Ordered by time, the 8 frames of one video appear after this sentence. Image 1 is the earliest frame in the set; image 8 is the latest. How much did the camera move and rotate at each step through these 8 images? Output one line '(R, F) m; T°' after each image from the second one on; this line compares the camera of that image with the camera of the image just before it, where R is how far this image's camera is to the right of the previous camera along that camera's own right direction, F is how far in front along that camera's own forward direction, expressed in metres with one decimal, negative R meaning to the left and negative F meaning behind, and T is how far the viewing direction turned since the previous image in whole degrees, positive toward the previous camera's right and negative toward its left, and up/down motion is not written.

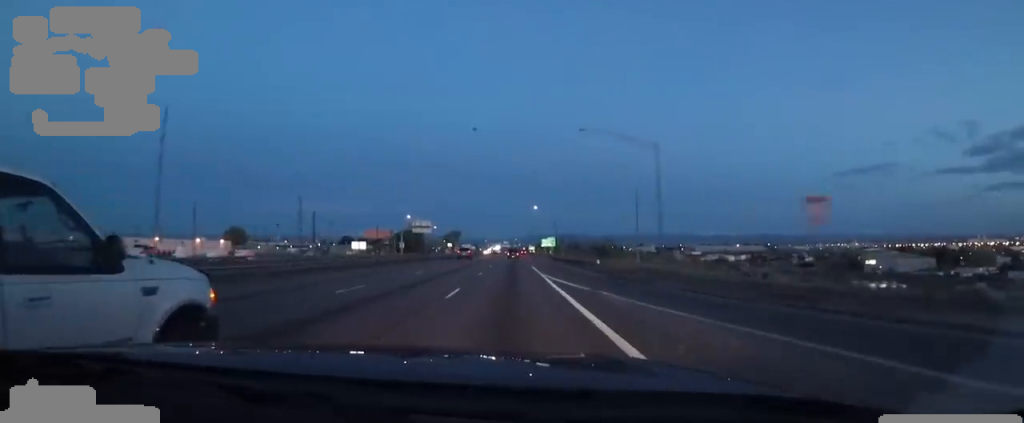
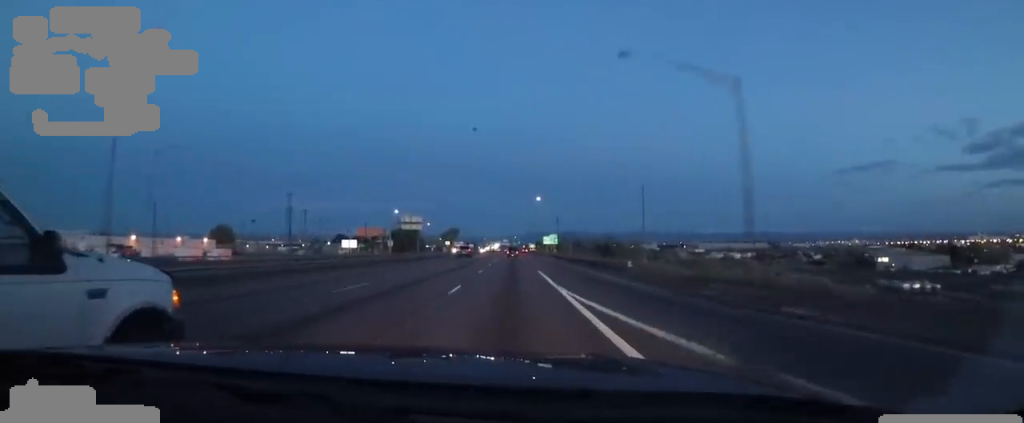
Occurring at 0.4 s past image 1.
(0.0, +11.6) m; 0°
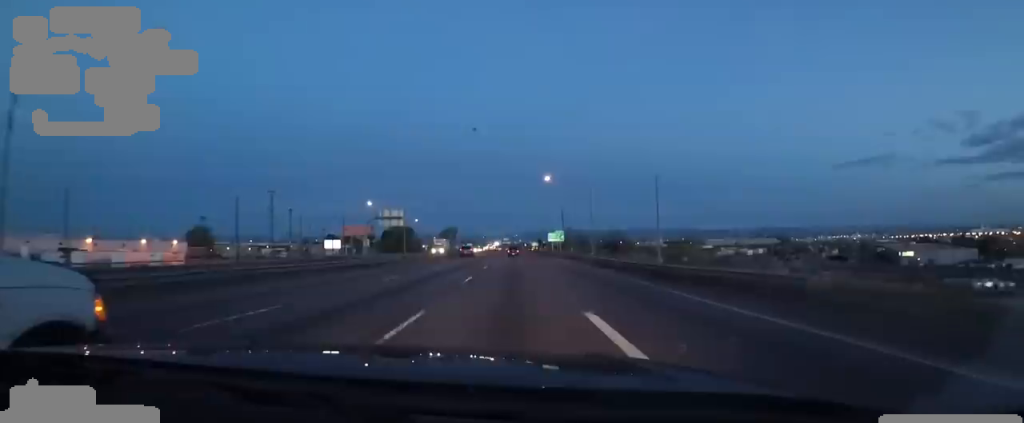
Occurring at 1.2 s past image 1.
(0.0, +19.9) m; 0°
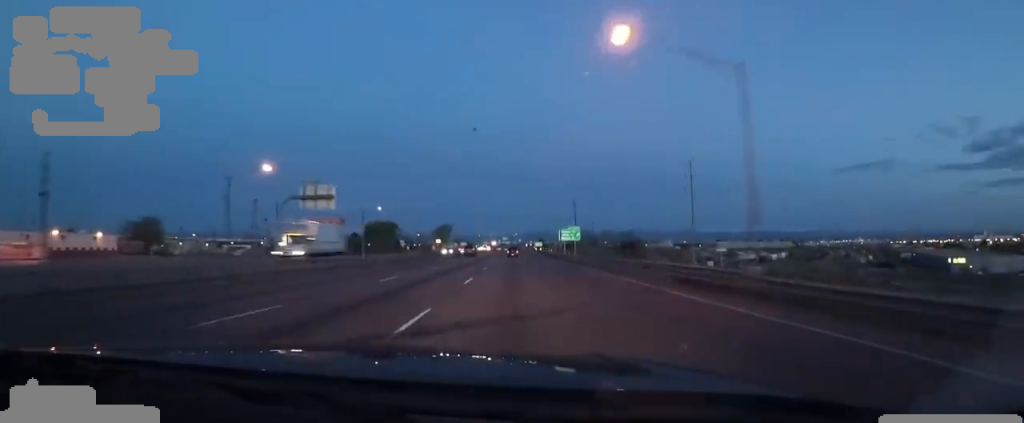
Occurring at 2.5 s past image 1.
(0.0, +36.9) m; 0°
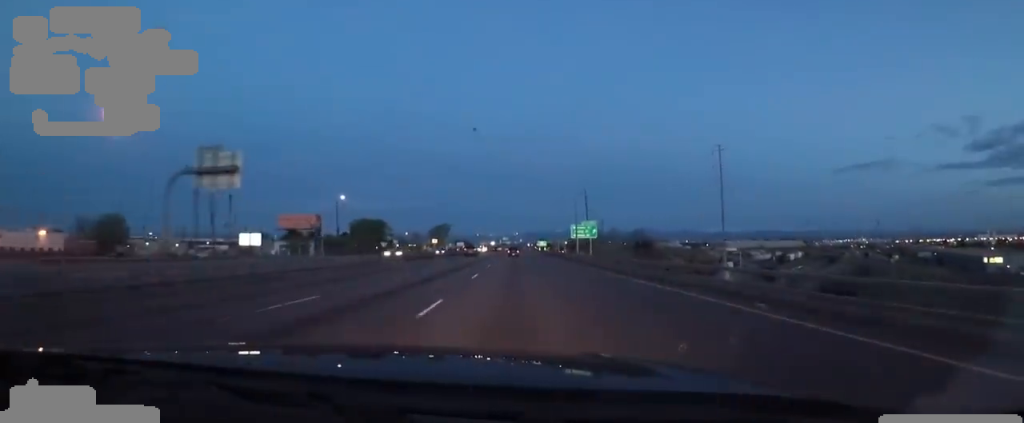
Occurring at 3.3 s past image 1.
(0.0, +21.1) m; 0°
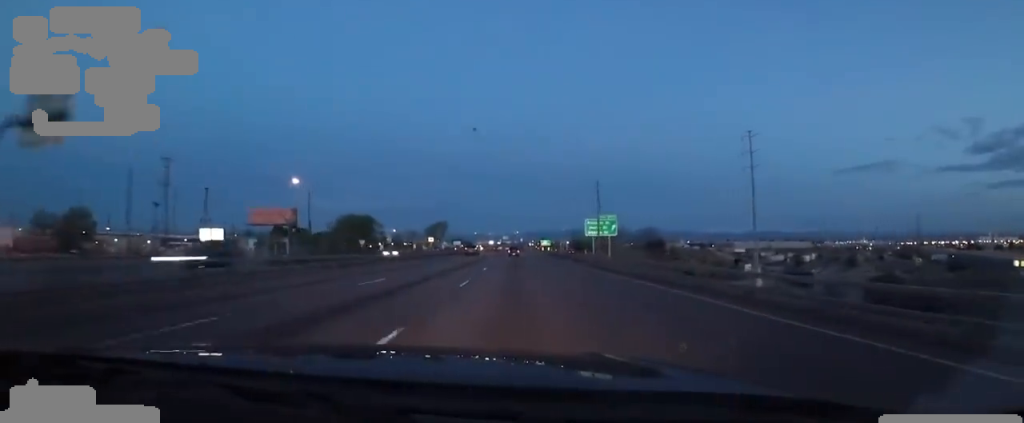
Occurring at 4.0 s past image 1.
(0.0, +16.7) m; 0°
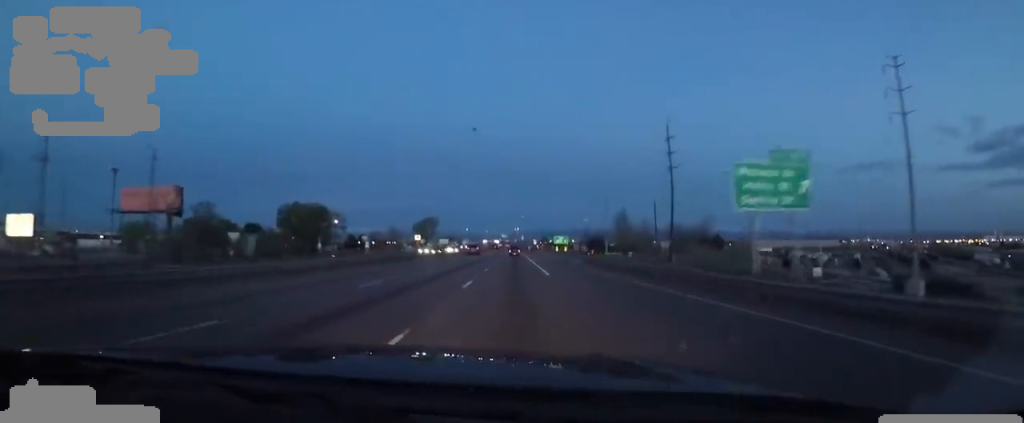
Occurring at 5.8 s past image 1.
(0.0, +47.7) m; 0°
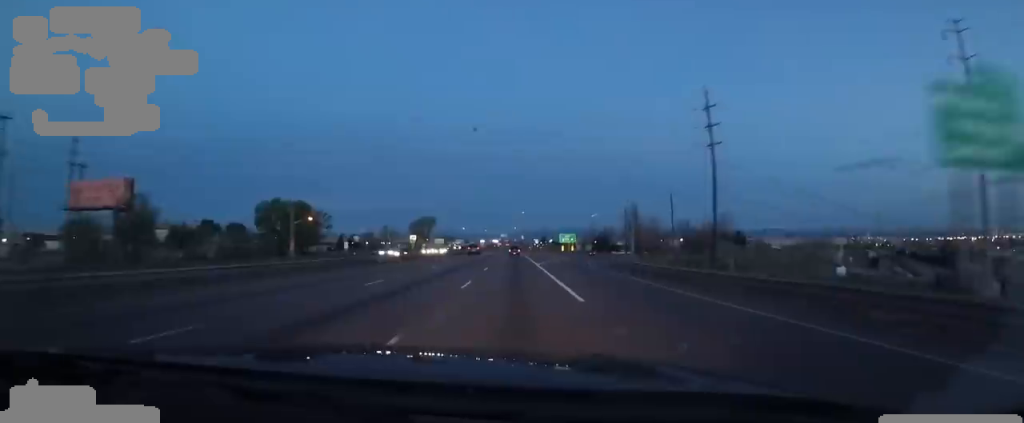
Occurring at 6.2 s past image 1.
(0.0, +12.5) m; 0°
